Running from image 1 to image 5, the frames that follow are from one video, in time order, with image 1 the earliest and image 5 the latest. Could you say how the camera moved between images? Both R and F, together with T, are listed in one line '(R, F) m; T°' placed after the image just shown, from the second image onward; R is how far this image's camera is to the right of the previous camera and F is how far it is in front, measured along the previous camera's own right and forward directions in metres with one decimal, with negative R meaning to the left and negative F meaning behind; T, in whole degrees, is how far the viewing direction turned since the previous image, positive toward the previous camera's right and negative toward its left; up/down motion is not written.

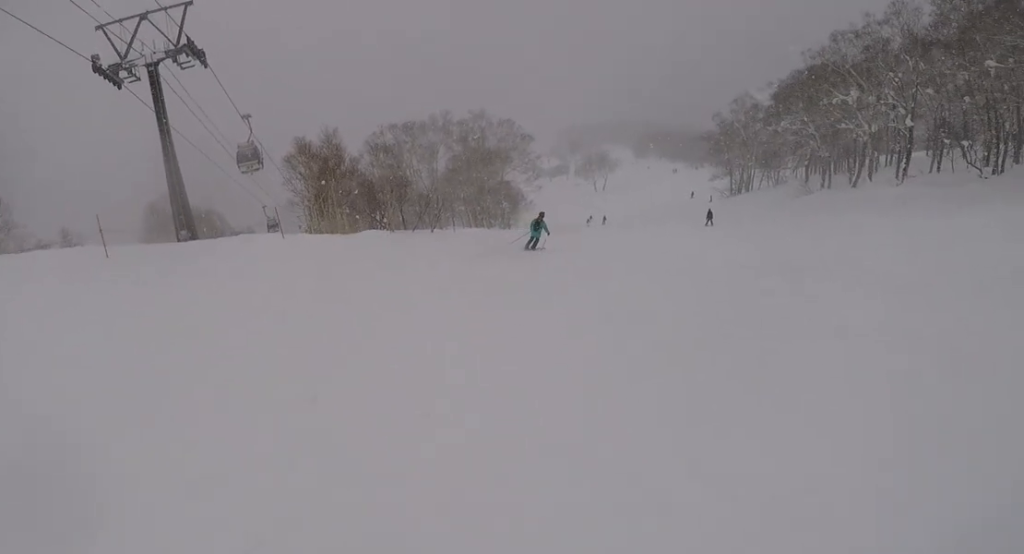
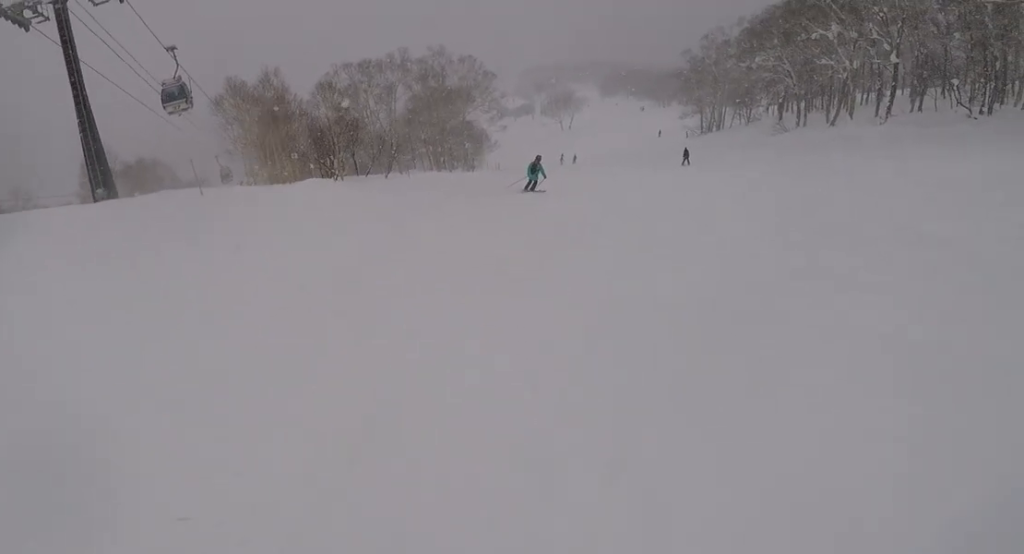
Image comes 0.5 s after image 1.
(+0.8, +3.4) m; +2°
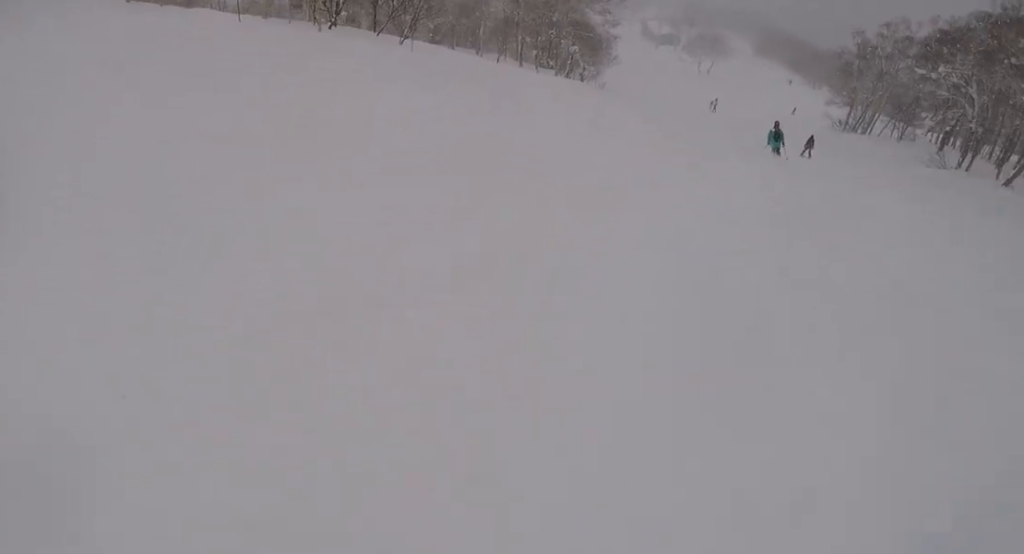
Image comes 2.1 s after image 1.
(0.0, +12.7) m; -10°
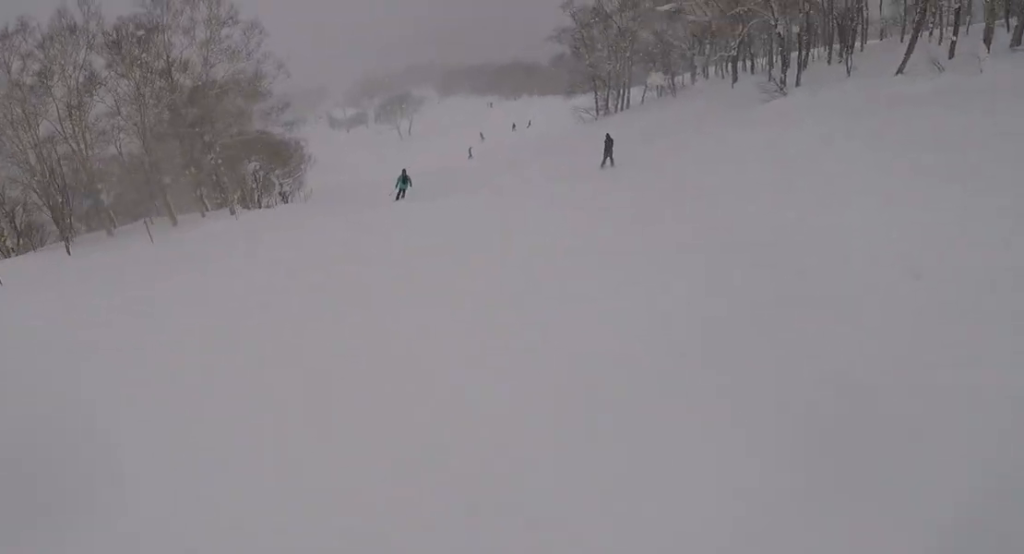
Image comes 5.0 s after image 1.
(+6.7, +23.5) m; +26°
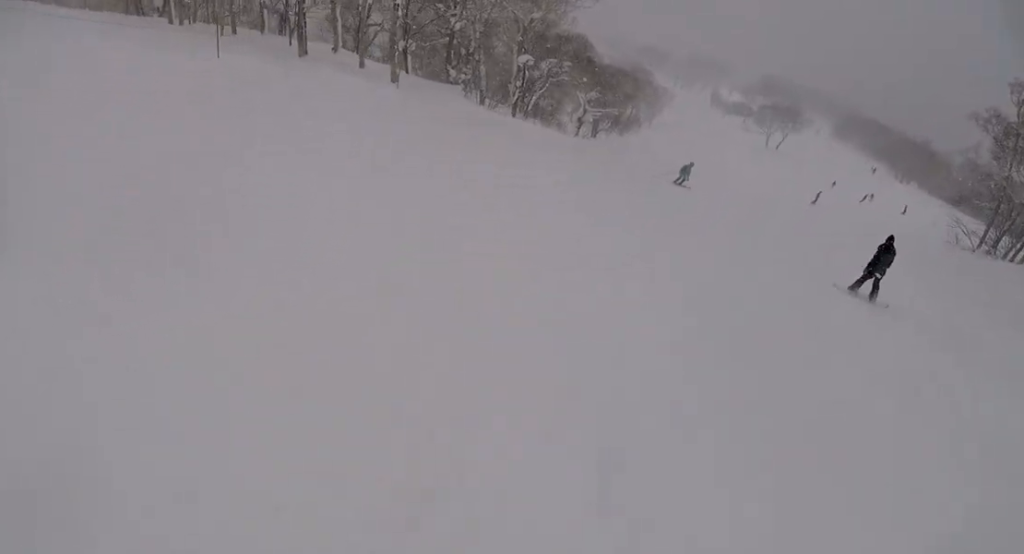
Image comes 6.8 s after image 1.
(-5.0, +17.4) m; -30°
